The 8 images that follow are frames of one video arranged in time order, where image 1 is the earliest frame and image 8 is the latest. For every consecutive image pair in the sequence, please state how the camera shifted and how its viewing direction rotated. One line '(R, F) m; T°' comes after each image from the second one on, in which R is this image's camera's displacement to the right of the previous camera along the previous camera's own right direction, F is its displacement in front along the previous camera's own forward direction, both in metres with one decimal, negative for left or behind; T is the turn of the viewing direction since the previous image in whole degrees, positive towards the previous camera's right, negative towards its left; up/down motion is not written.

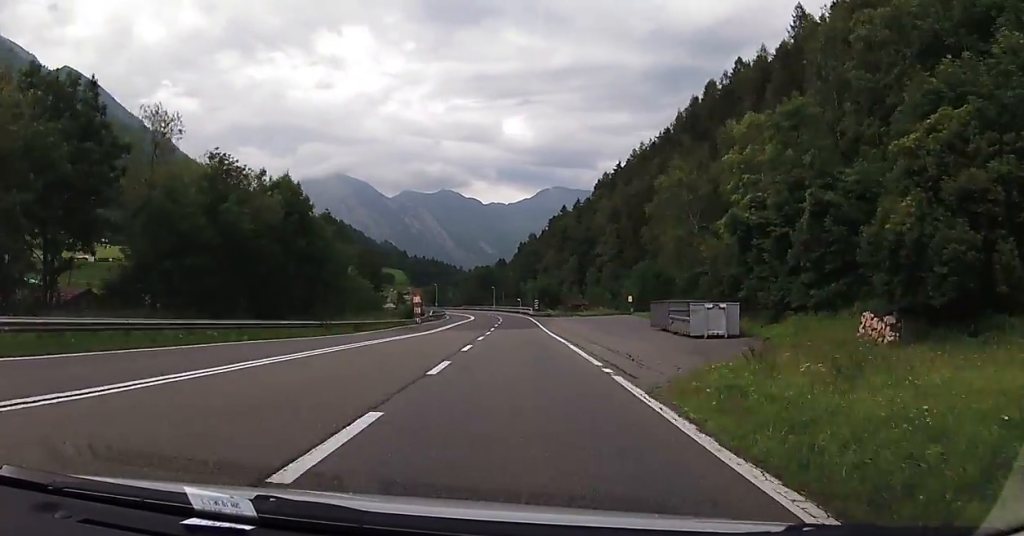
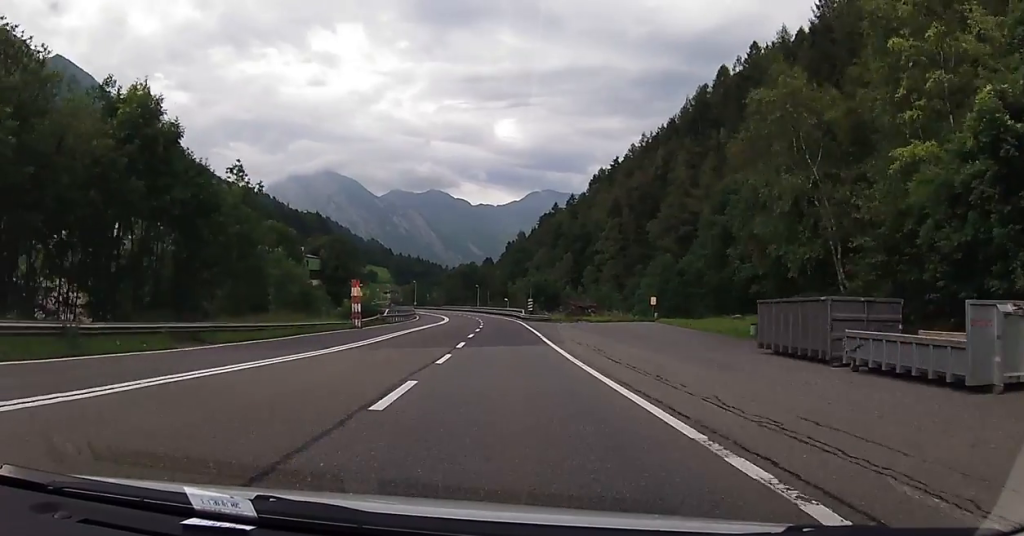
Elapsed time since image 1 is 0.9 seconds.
(0.0, +21.5) m; +1°
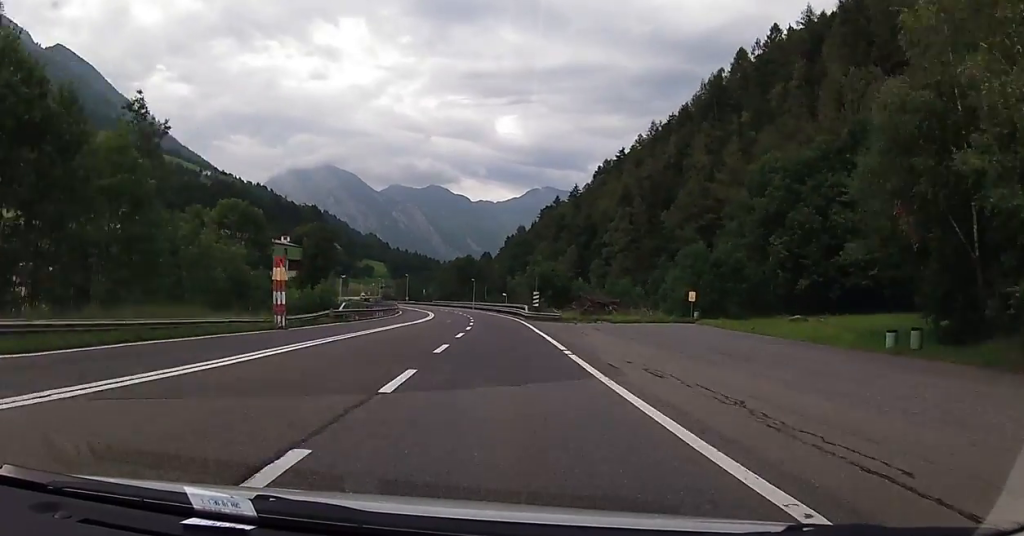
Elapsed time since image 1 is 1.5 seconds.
(+0.2, +15.1) m; 0°
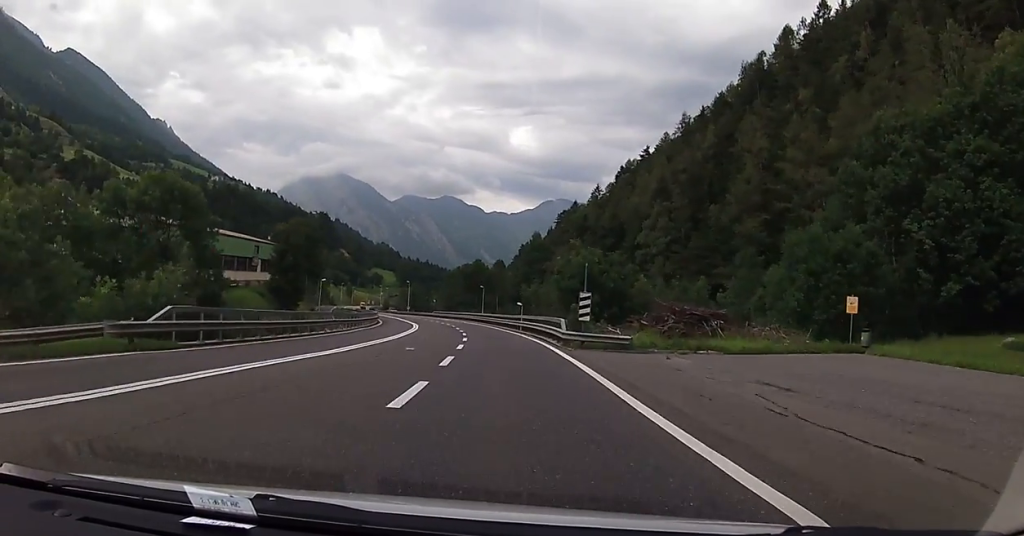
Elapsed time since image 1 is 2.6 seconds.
(-0.2, +24.3) m; -3°
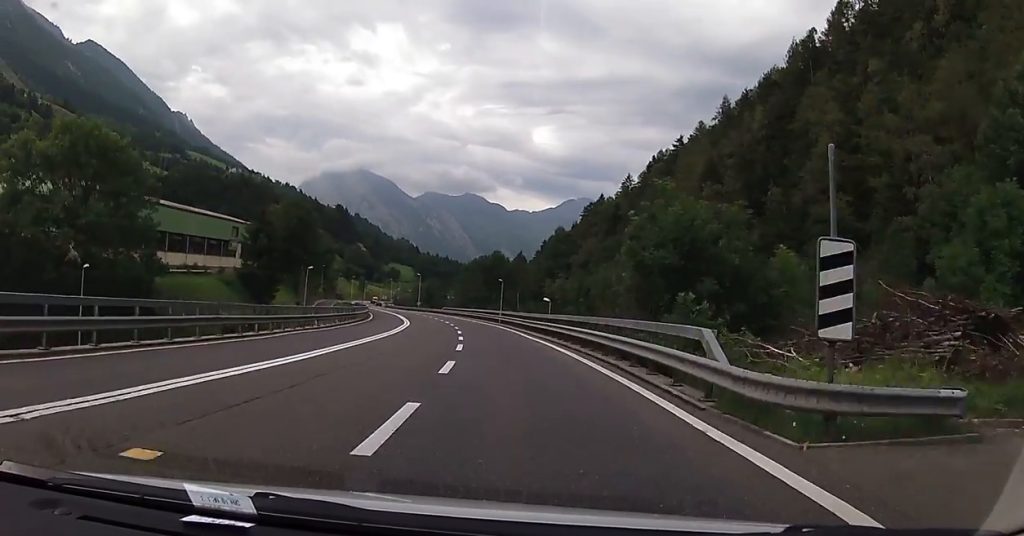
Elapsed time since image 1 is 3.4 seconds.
(-0.7, +18.5) m; -2°
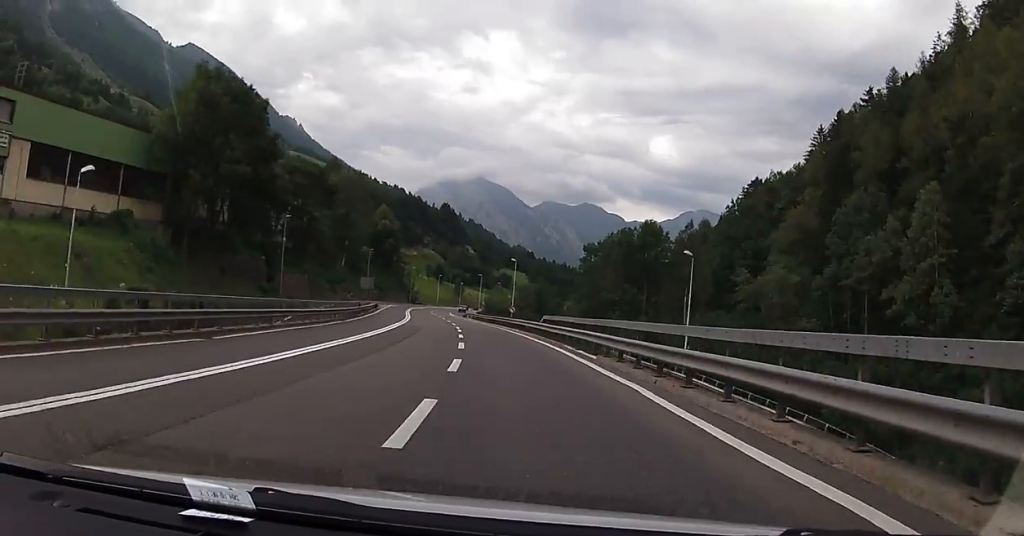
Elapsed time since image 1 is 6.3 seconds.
(-4.8, +67.9) m; -10°
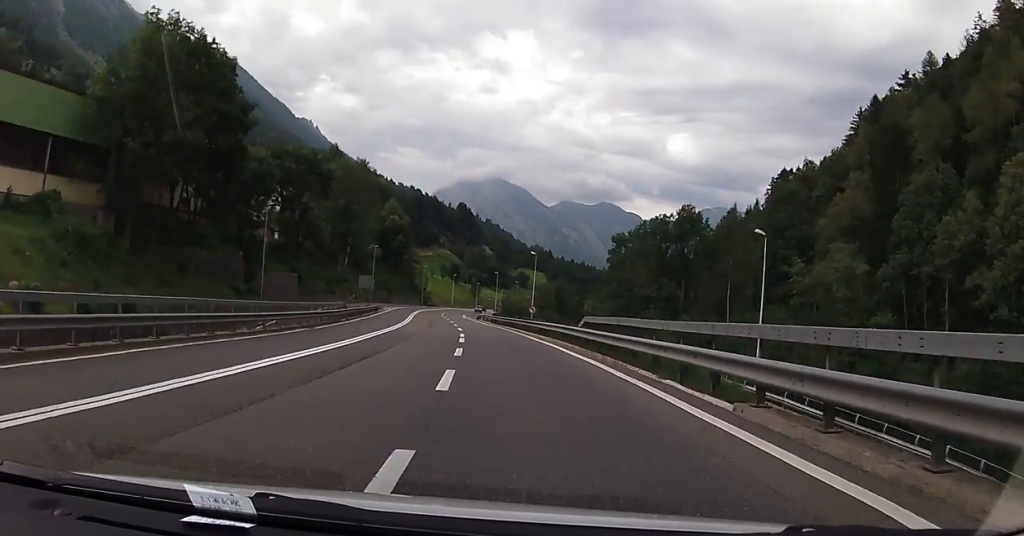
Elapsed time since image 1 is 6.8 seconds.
(-0.1, +10.7) m; -2°
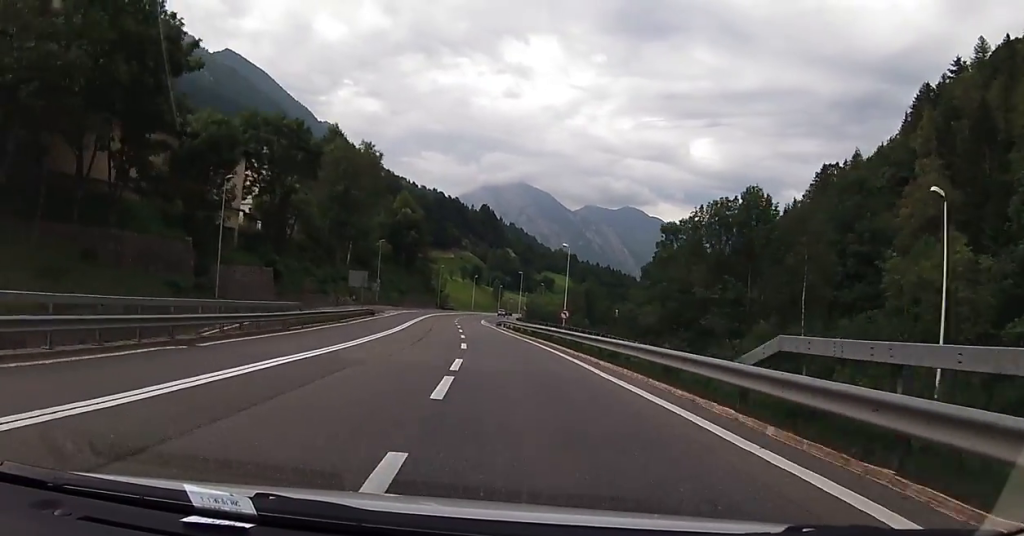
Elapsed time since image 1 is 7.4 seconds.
(-0.4, +14.2) m; -2°
